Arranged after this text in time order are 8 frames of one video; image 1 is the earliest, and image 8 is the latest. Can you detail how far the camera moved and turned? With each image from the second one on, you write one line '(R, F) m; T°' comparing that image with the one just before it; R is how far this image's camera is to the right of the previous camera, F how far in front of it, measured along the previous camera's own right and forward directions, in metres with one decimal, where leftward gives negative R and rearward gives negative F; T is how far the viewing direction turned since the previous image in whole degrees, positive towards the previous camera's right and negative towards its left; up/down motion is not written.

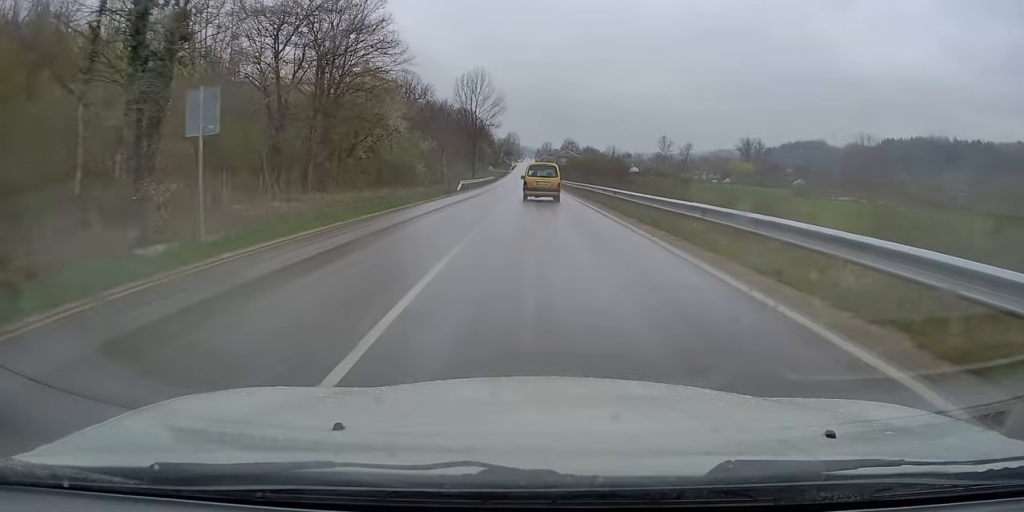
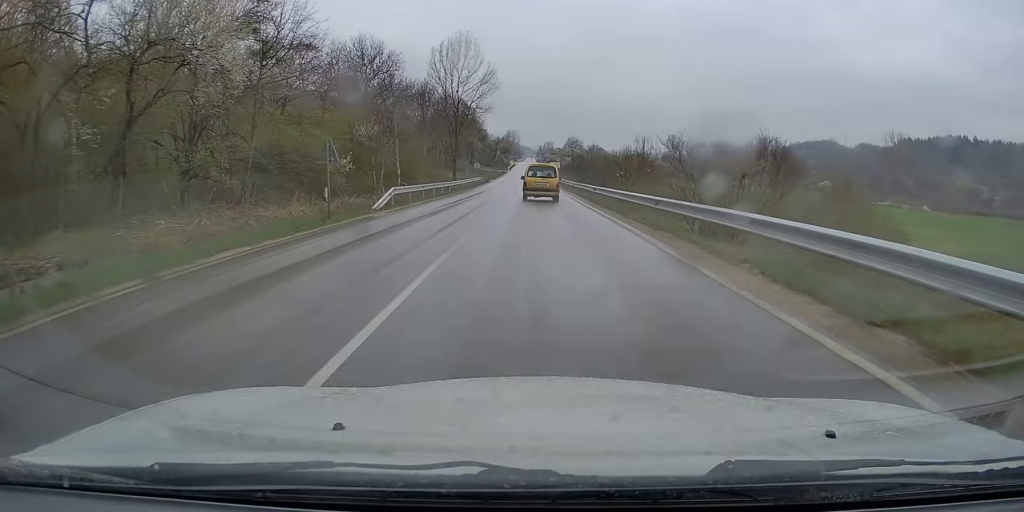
(0.0, +27.7) m; 0°
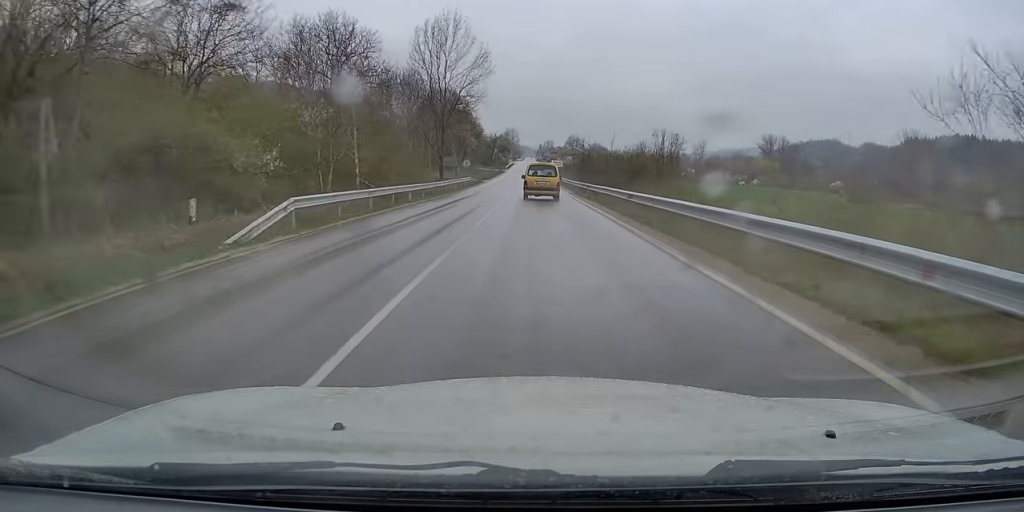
(0.0, +11.8) m; 0°
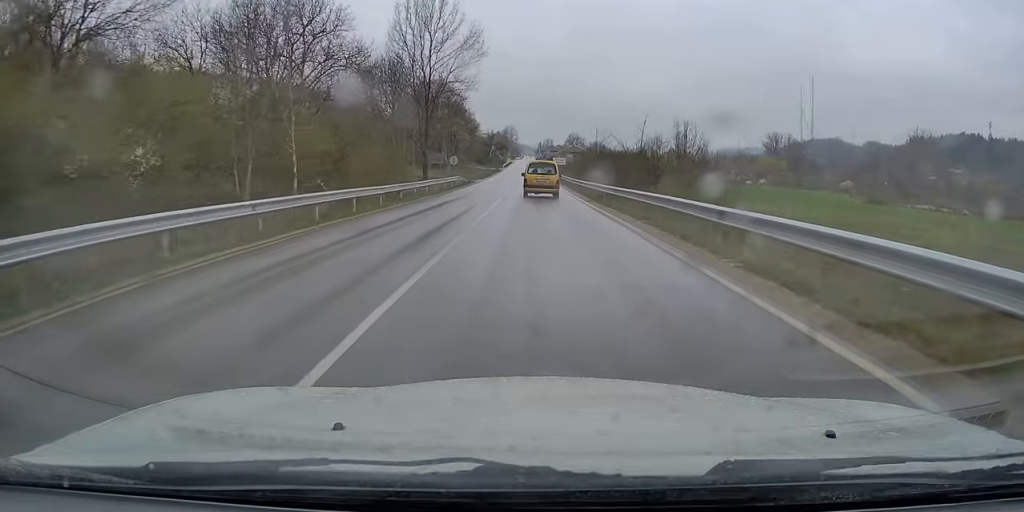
(0.0, +10.0) m; 0°
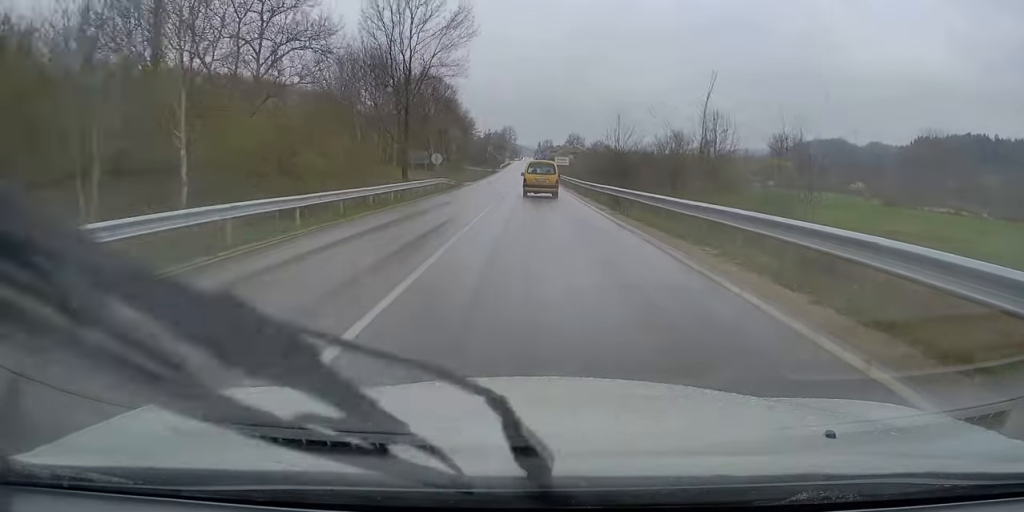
(0.0, +9.4) m; 0°
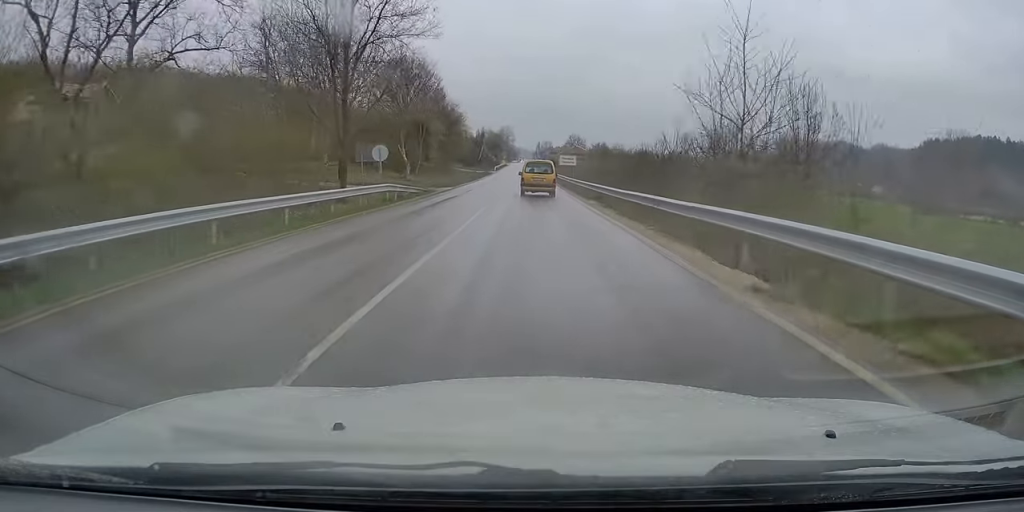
(0.0, +16.4) m; 0°
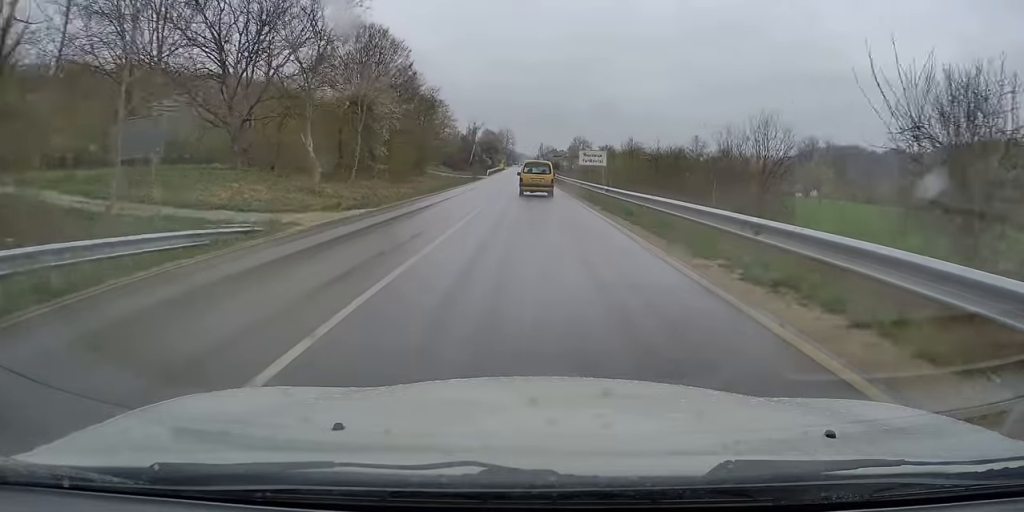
(-0.1, +24.7) m; 0°
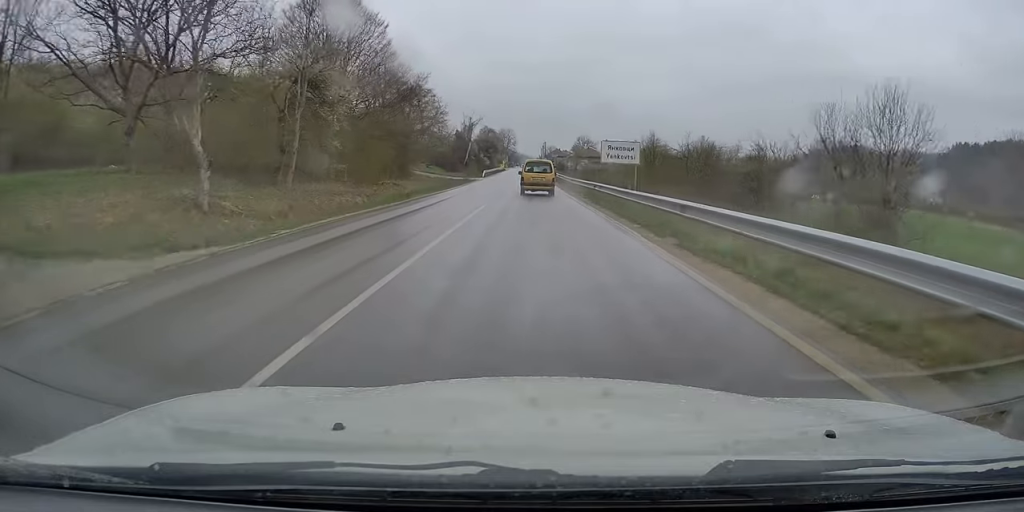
(0.0, +11.7) m; 0°
